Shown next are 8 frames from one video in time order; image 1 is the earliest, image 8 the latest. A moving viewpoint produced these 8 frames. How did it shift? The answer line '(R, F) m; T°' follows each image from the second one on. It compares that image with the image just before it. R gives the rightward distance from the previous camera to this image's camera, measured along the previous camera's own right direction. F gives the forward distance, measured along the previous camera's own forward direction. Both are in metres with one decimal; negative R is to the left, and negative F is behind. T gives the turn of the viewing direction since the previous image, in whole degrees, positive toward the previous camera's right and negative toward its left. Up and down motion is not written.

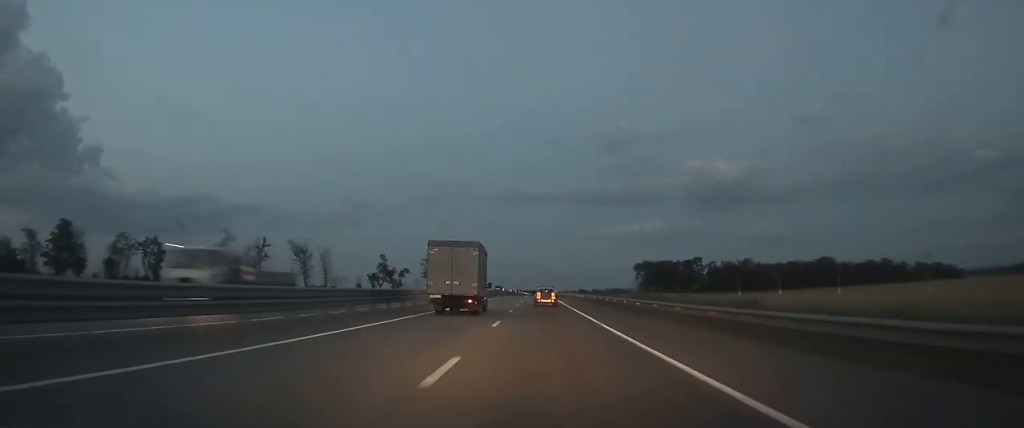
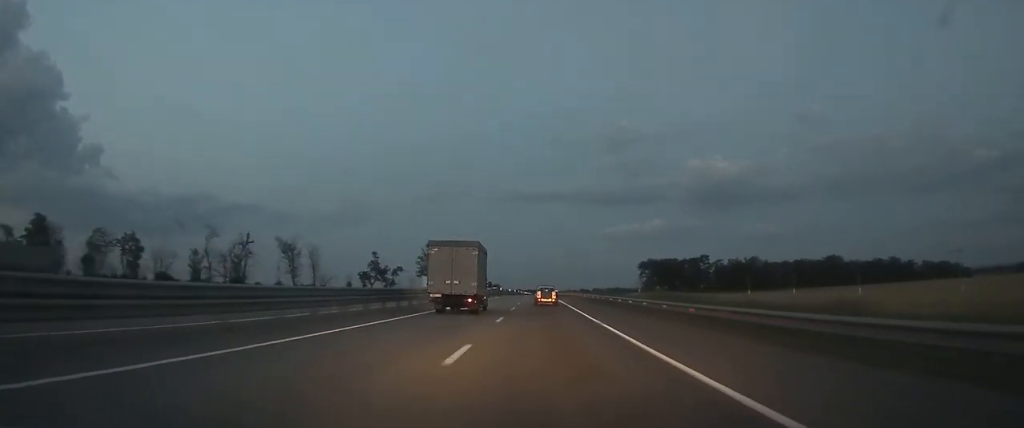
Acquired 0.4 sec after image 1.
(0.0, +10.0) m; 0°
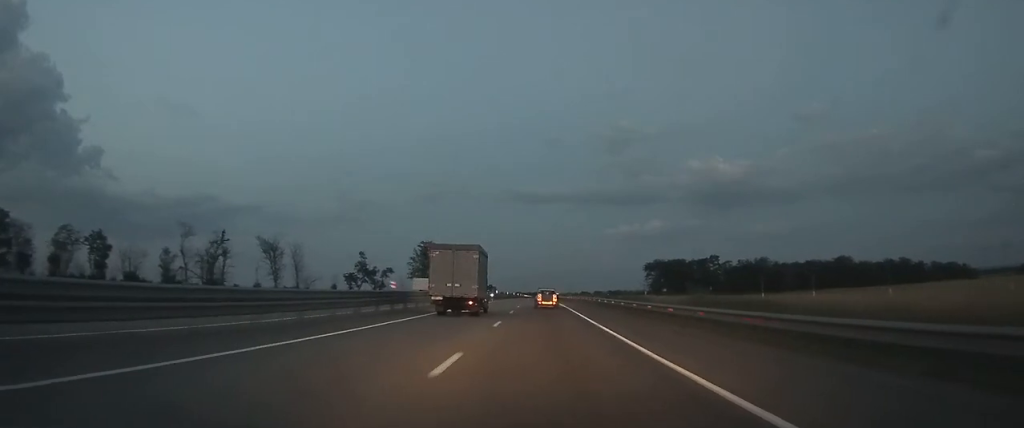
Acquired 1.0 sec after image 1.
(0.0, +13.2) m; 0°
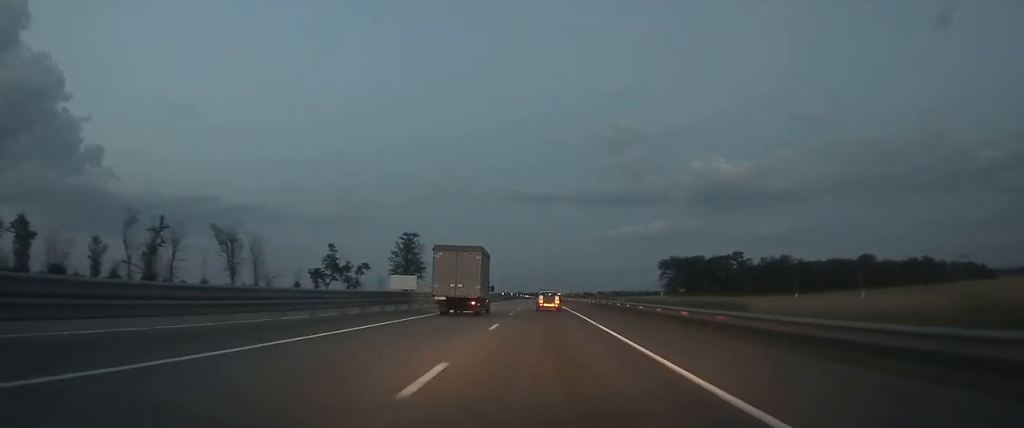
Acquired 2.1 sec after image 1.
(0.0, +25.9) m; 0°
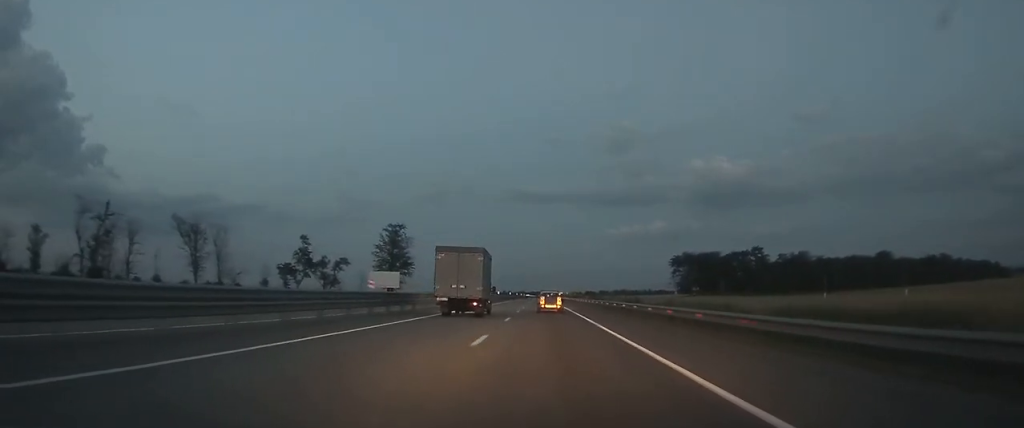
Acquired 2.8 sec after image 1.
(0.0, +17.4) m; 0°
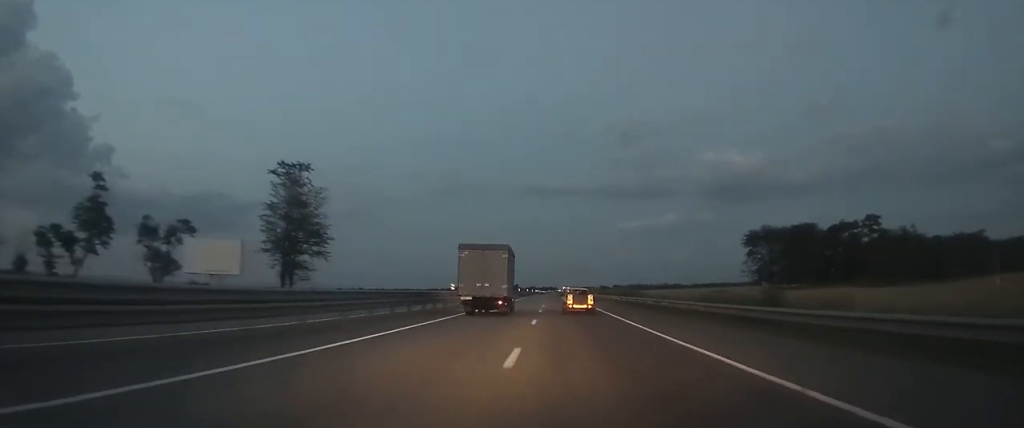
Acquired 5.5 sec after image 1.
(-0.5, +64.0) m; -1°
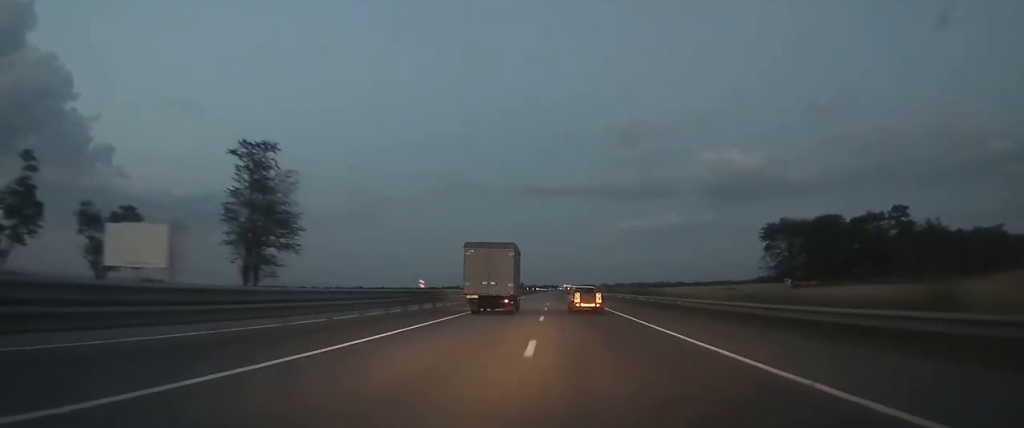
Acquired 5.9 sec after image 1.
(0.0, +10.6) m; 0°
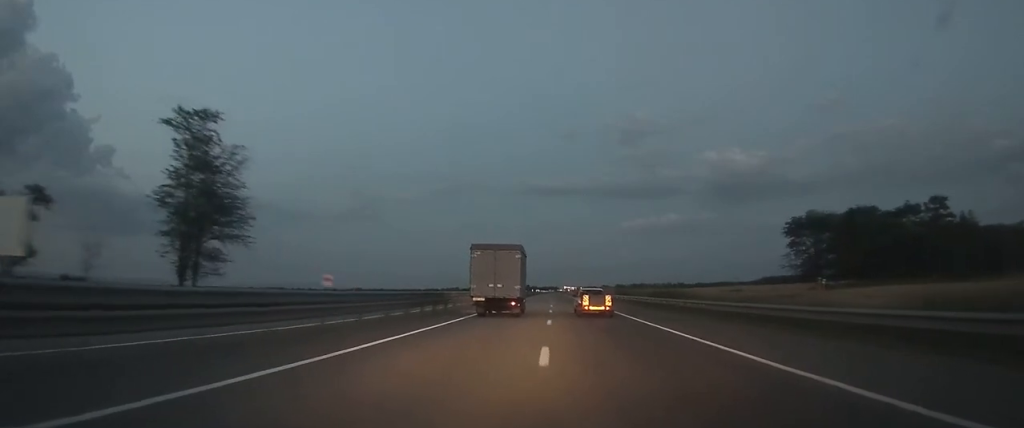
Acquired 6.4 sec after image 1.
(0.0, +13.1) m; 0°
